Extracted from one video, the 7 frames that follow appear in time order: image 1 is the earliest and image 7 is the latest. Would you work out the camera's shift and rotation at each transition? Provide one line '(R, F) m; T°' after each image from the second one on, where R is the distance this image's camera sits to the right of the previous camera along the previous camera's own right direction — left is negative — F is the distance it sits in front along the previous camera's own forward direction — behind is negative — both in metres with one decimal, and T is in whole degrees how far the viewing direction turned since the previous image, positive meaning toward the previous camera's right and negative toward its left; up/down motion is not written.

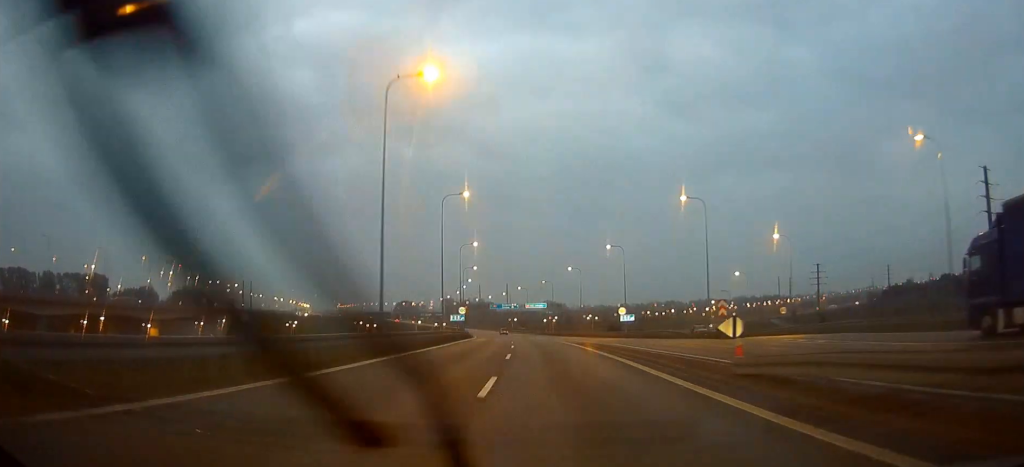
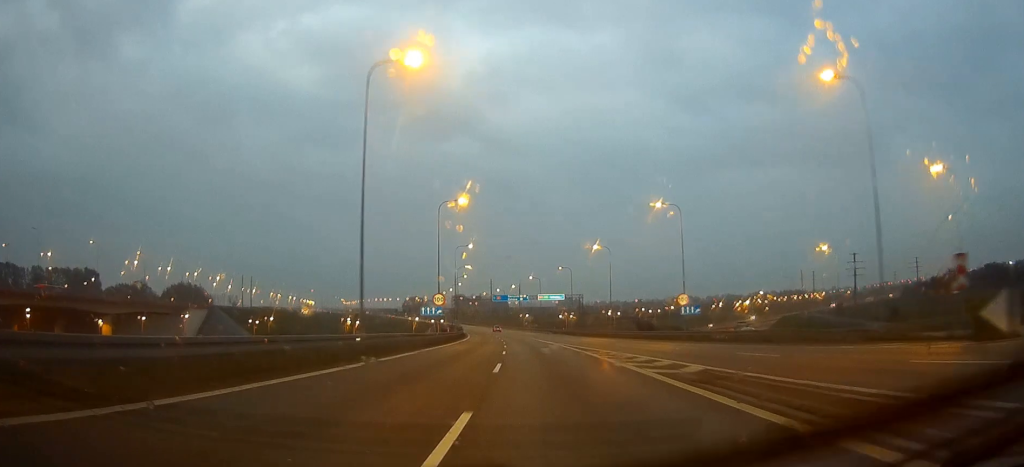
(-0.3, +30.6) m; -1°
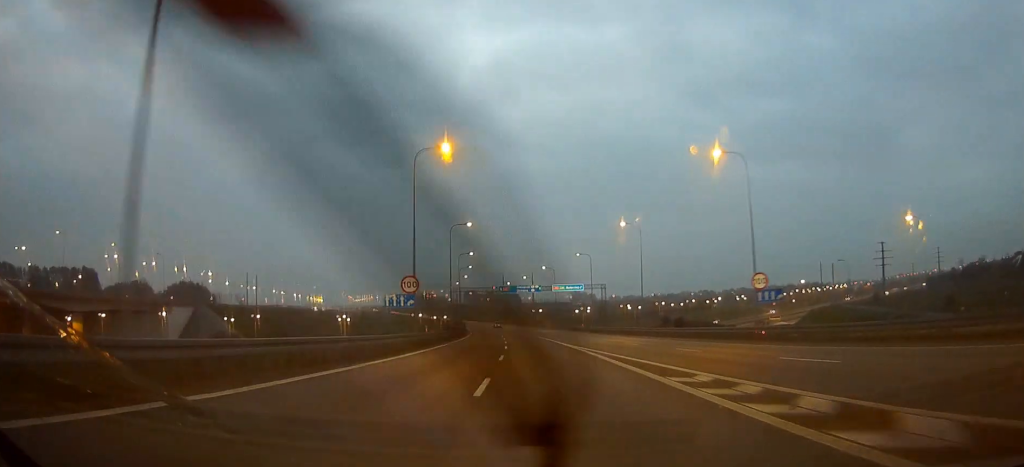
(0.0, +17.6) m; -1°
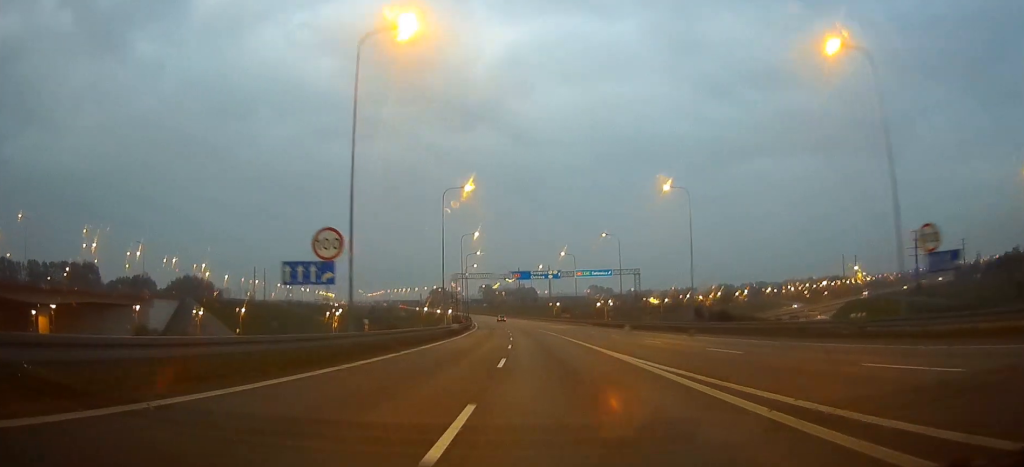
(-0.2, +17.9) m; -1°
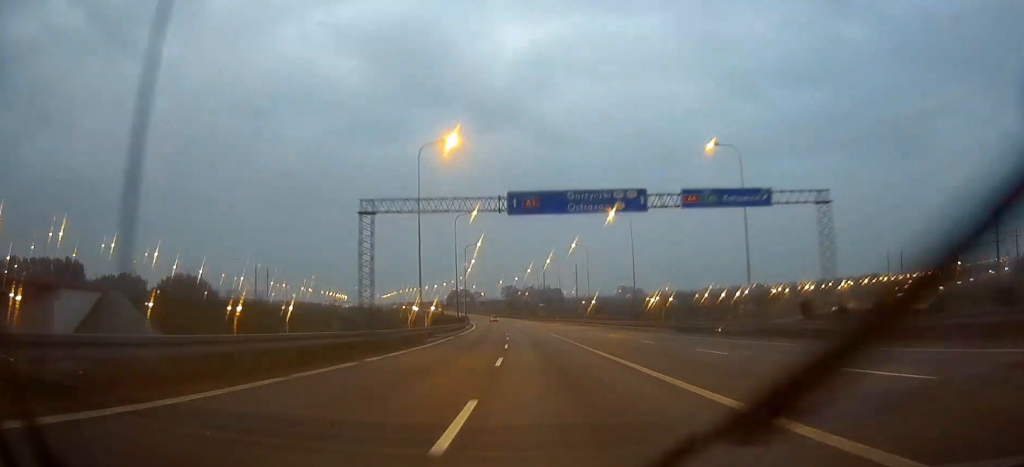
(-0.9, +46.8) m; -2°
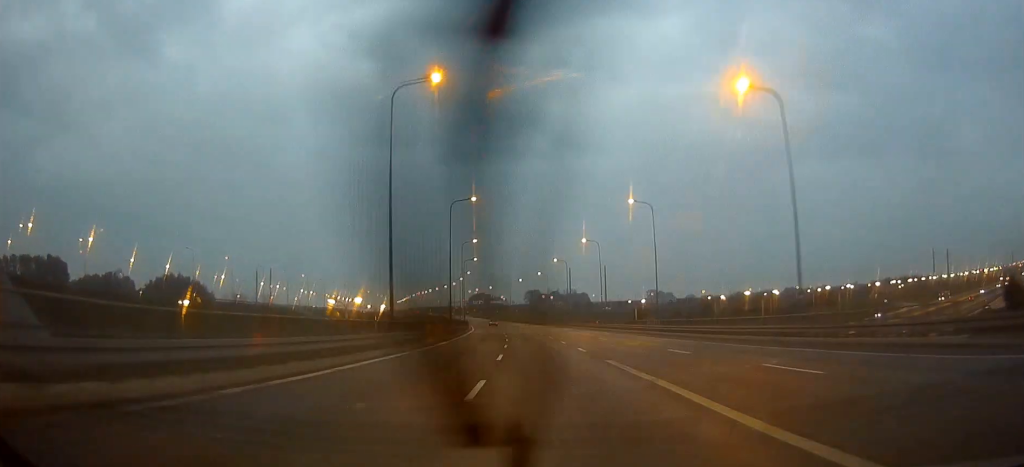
(-0.7, +43.7) m; -2°
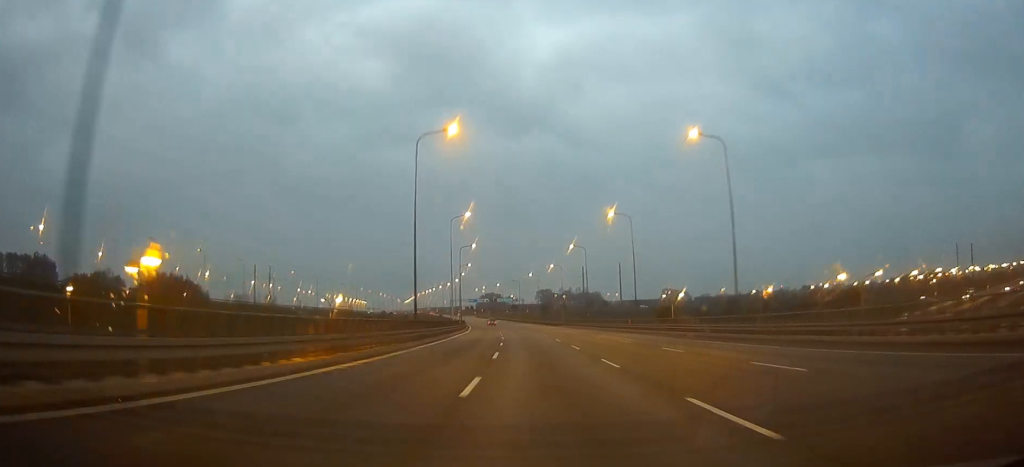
(-0.2, +23.4) m; -1°
